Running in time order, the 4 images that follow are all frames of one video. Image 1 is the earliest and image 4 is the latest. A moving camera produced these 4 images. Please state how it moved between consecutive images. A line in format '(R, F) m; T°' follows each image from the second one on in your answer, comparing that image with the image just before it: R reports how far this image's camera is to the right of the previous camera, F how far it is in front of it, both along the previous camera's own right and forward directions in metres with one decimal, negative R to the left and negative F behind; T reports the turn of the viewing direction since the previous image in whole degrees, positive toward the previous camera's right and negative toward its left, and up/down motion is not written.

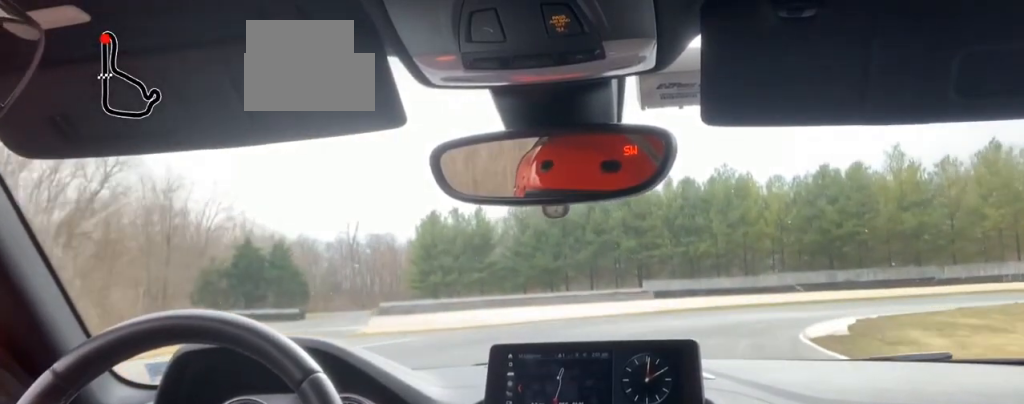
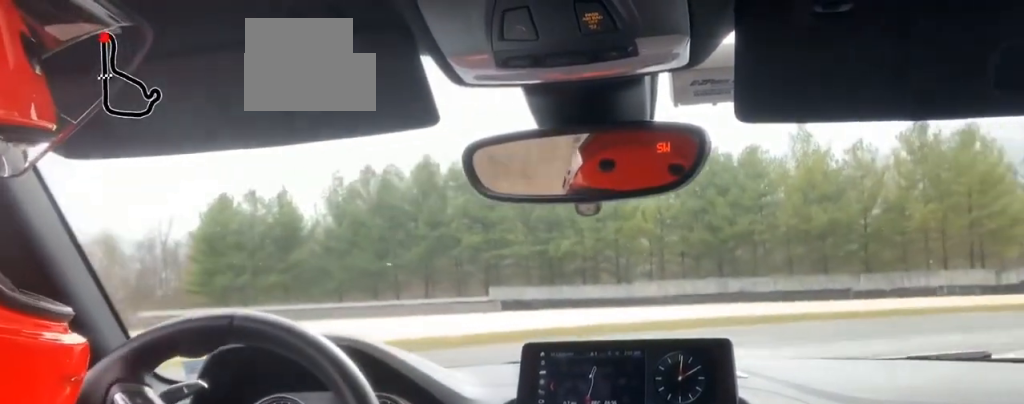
(0.0, +29.8) m; +1°
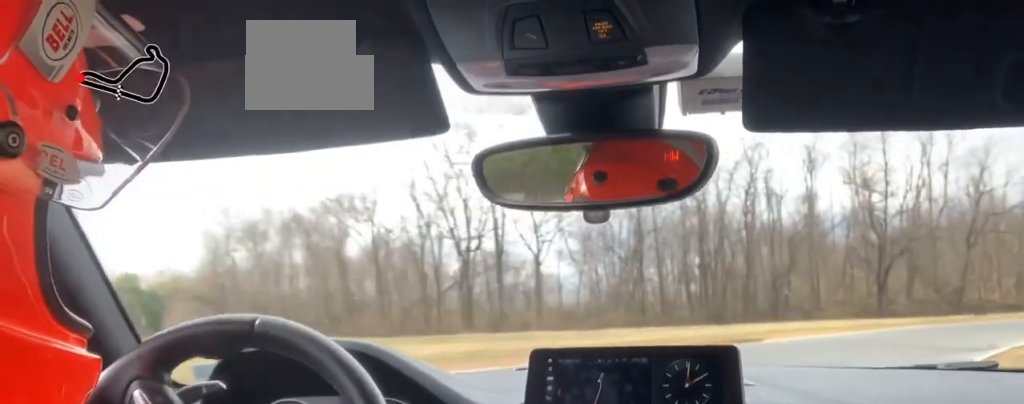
(+31.2, +36.9) m; +95°
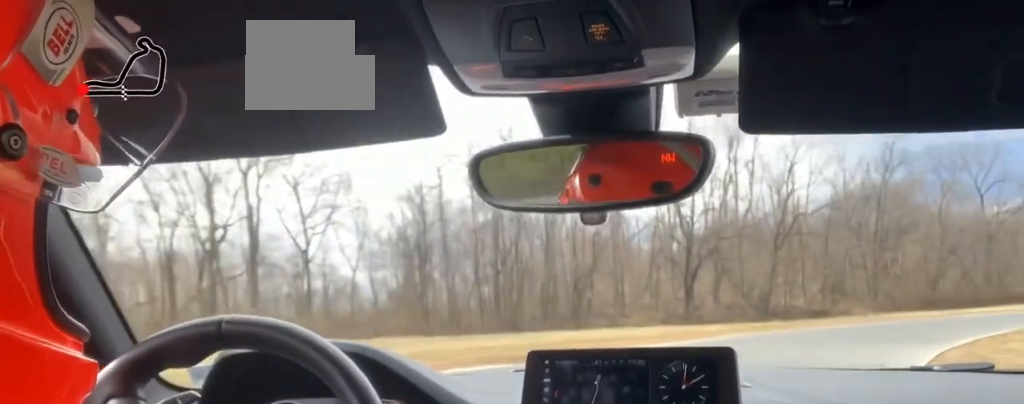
(+1.6, +12.2) m; +15°
